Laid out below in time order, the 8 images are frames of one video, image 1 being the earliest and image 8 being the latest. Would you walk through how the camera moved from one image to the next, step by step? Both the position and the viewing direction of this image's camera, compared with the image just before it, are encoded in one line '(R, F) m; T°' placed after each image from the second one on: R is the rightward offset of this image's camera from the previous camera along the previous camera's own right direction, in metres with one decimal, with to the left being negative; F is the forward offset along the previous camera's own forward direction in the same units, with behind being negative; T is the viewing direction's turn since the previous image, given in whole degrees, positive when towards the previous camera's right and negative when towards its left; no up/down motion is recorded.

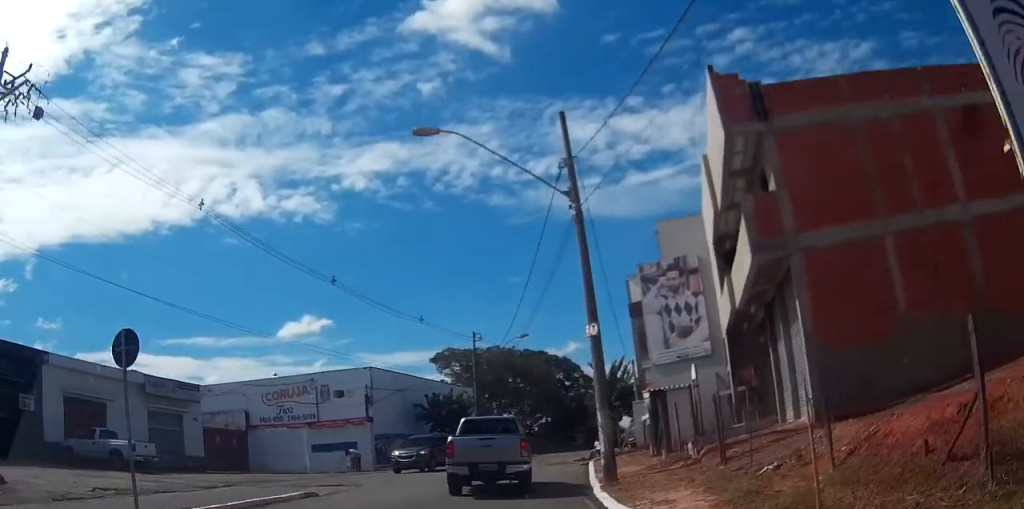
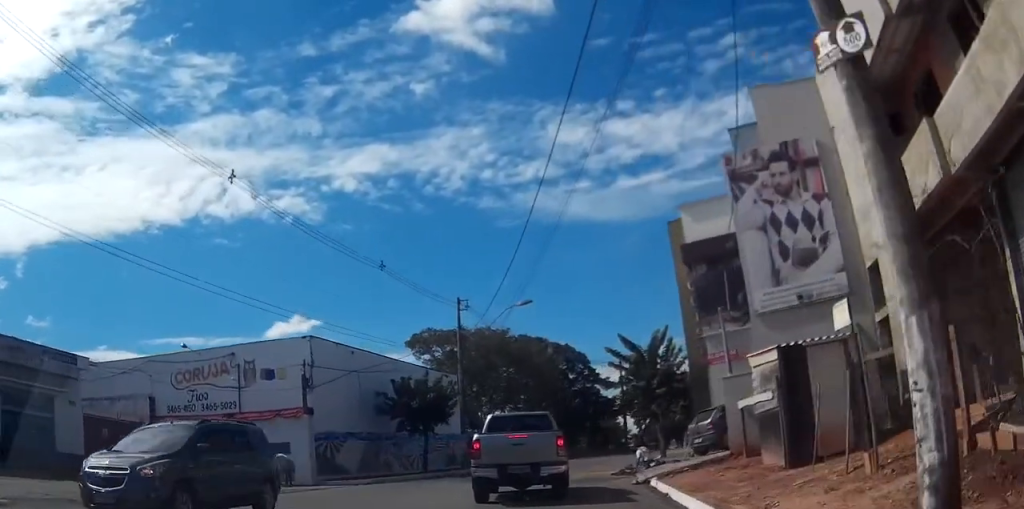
(+0.2, +12.4) m; +2°
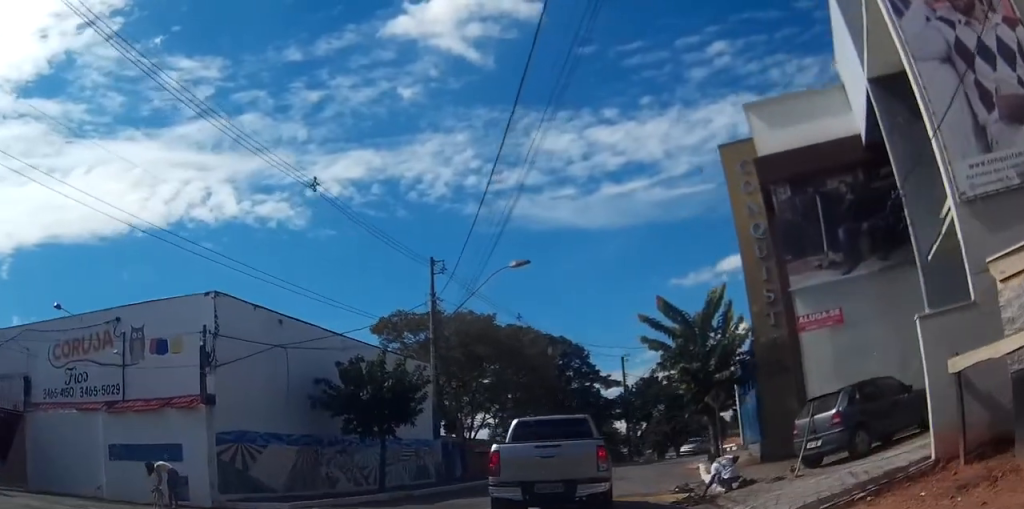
(+0.5, +9.7) m; +5°
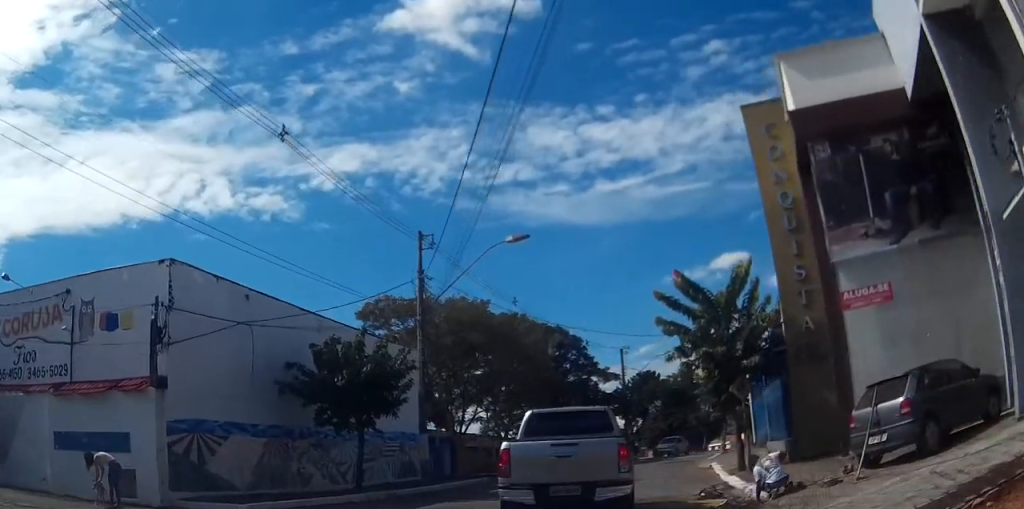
(0.0, +3.0) m; 0°
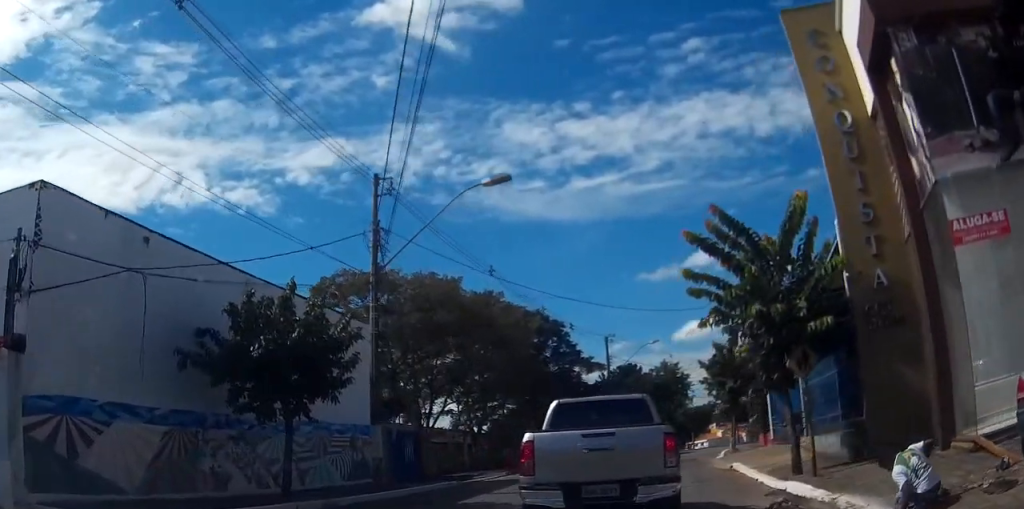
(+0.1, +5.6) m; +2°
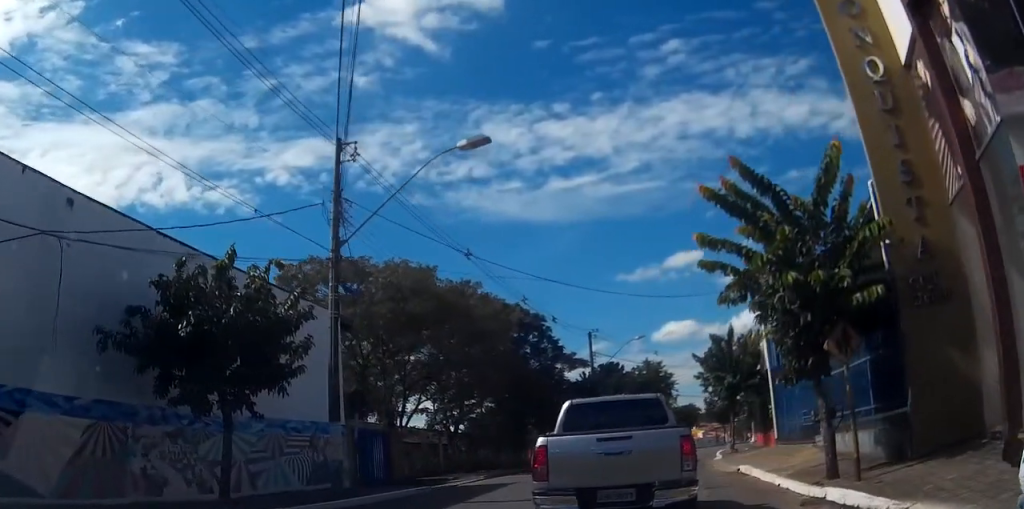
(+0.1, +2.8) m; +2°
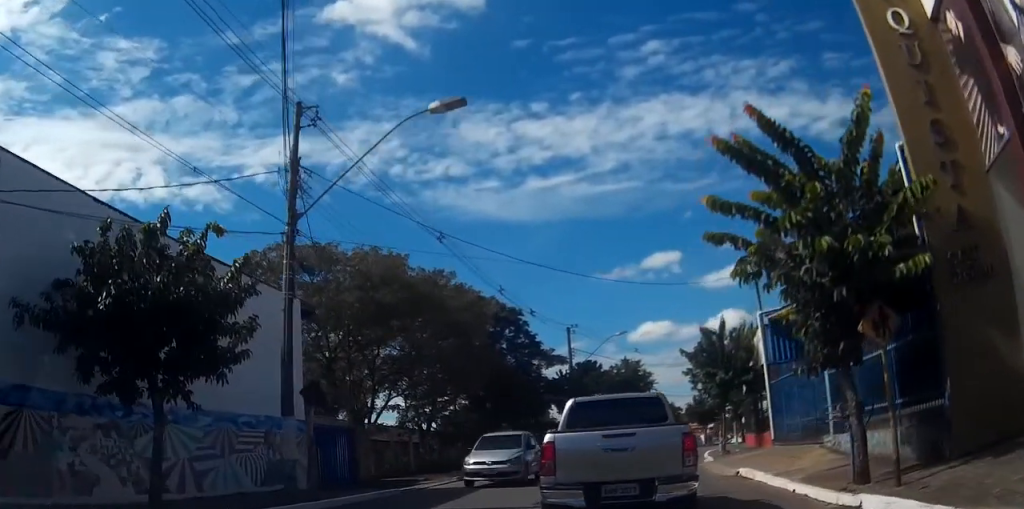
(0.0, +2.1) m; +1°
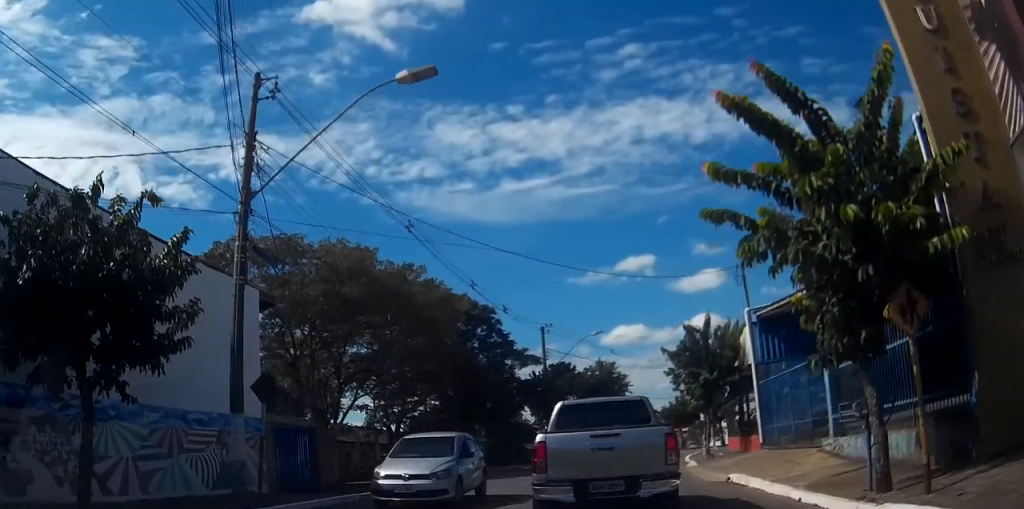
(0.0, +1.6) m; +1°
